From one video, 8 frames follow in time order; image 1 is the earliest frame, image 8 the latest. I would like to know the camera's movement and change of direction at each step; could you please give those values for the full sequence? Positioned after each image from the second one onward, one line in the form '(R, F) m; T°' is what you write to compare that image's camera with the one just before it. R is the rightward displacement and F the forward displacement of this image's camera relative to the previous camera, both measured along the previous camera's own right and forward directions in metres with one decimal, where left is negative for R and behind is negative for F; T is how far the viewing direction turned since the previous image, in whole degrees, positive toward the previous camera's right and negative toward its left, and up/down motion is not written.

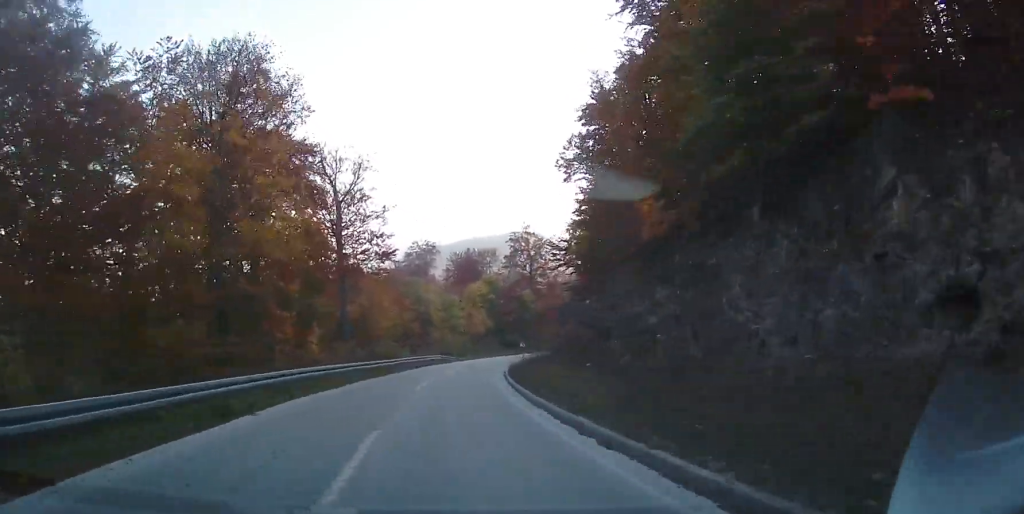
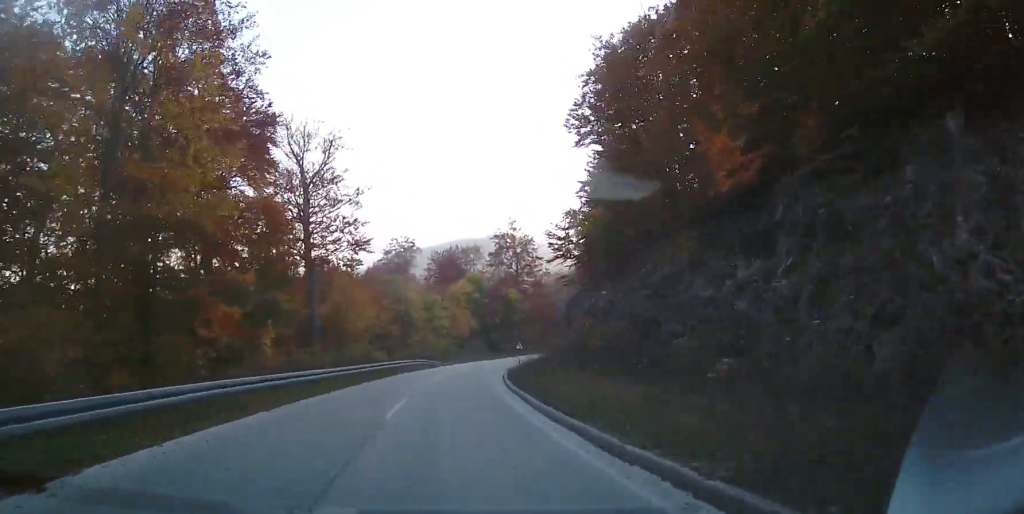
(+0.1, +7.6) m; +2°
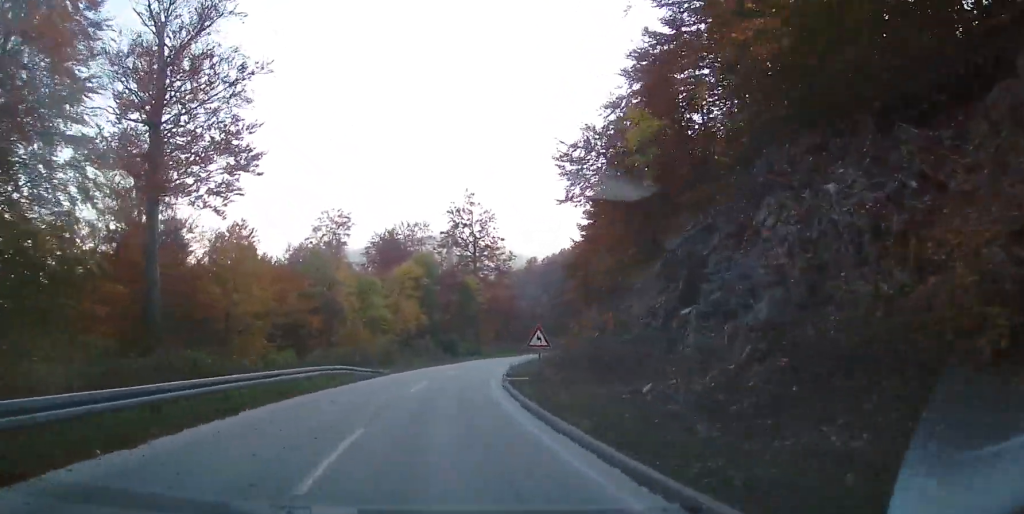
(+0.8, +22.8) m; +3°
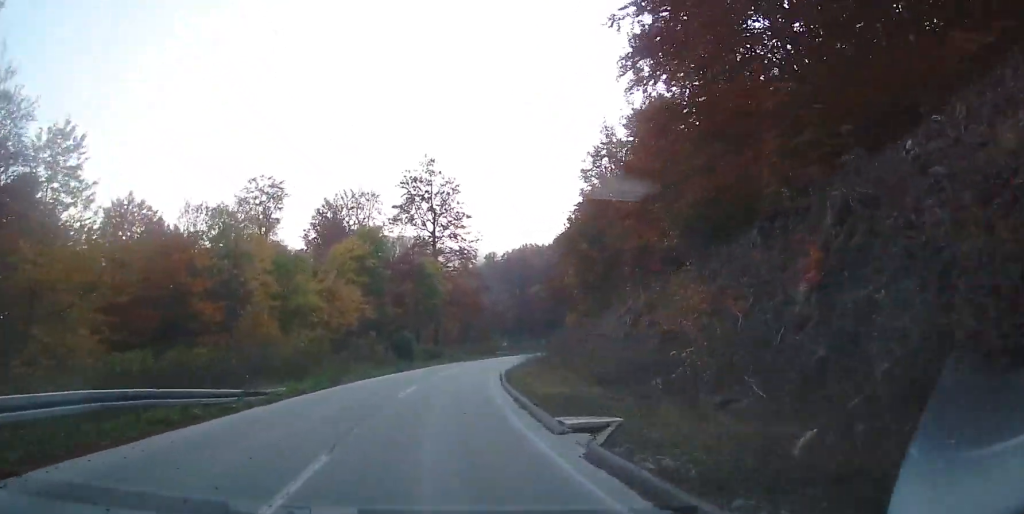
(+0.3, +18.1) m; +4°
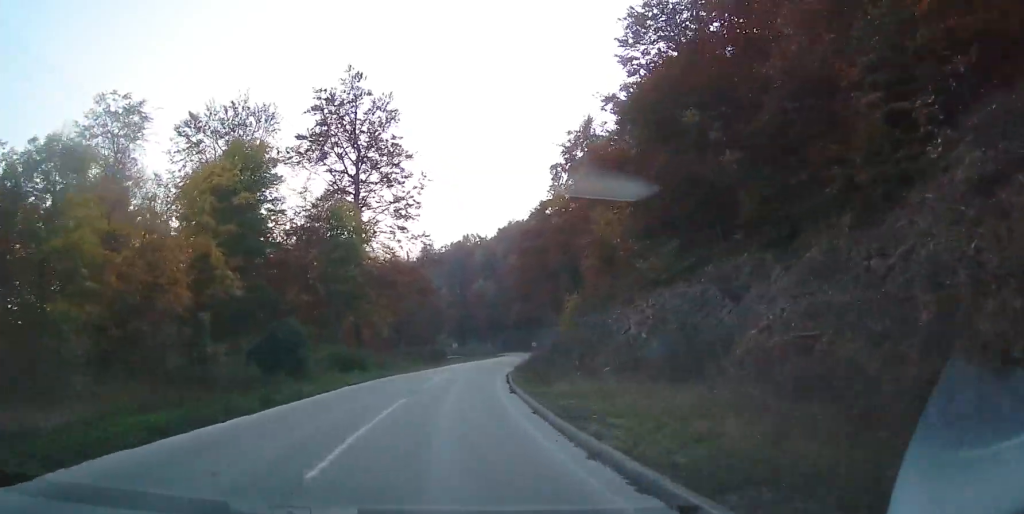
(+1.9, +26.5) m; +8°
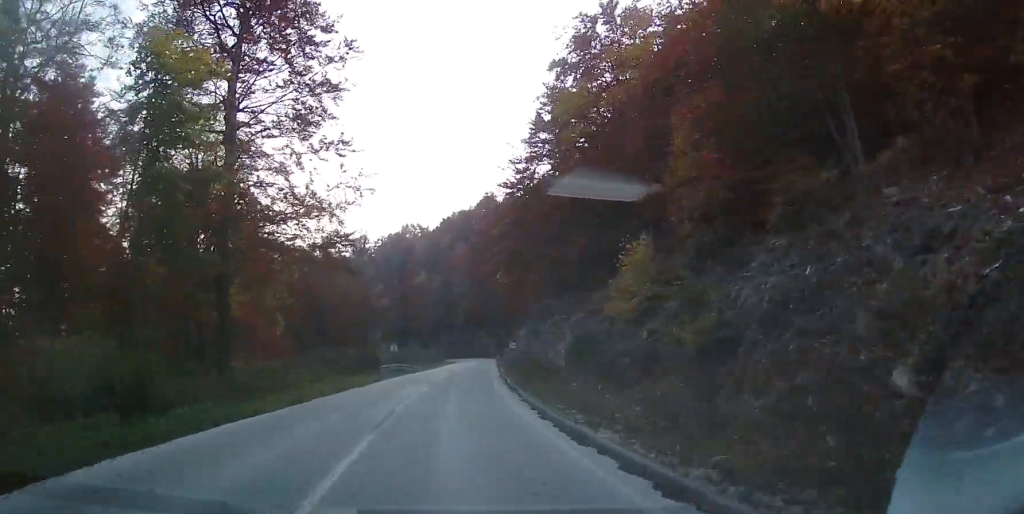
(+1.0, +23.2) m; +5°
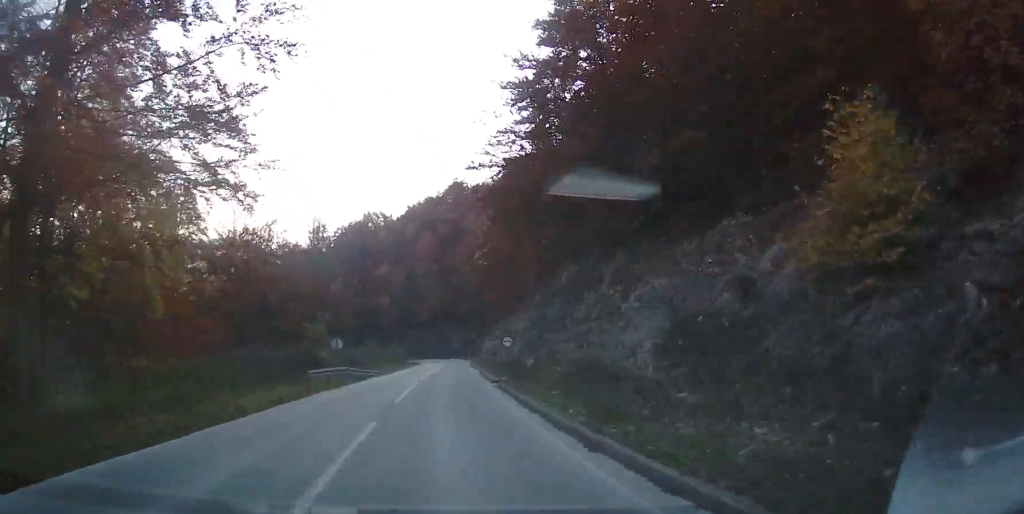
(+0.5, +13.8) m; +3°
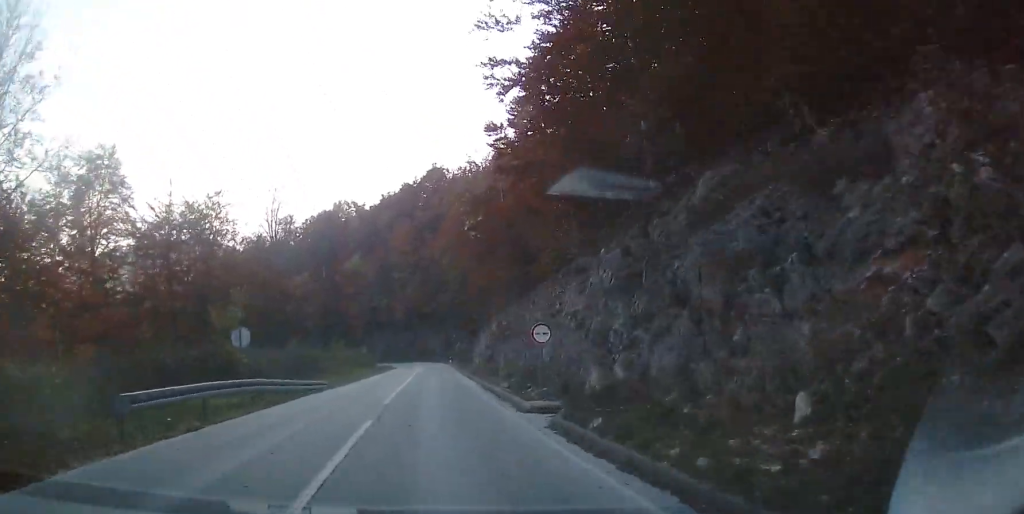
(+0.1, +14.0) m; +2°
